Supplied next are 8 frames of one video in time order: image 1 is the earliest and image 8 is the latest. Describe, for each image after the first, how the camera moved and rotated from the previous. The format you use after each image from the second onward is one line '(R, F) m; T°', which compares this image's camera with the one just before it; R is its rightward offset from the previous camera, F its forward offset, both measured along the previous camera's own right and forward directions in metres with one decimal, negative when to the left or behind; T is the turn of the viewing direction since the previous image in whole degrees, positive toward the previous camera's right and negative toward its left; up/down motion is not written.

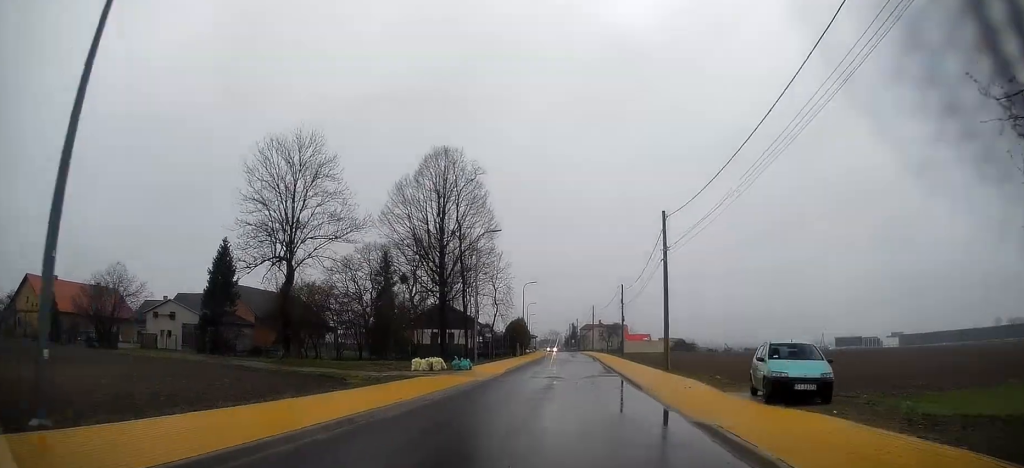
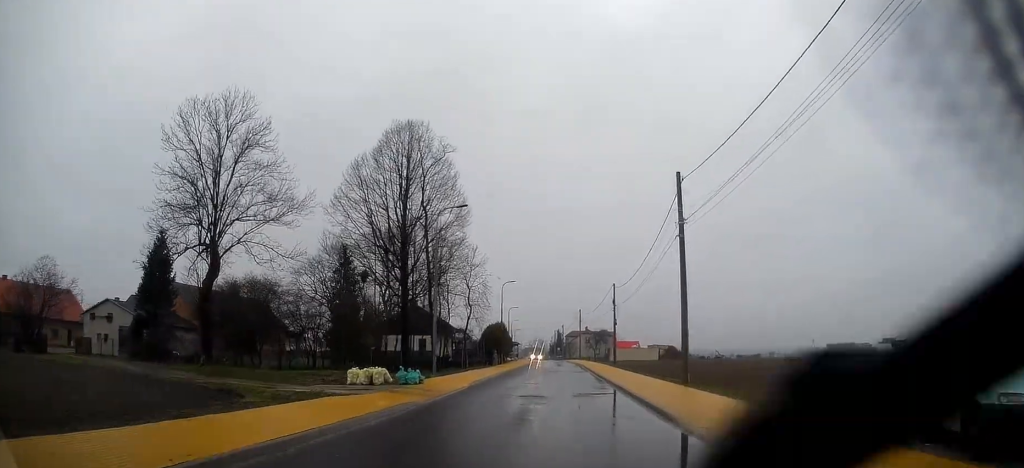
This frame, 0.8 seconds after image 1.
(0.0, +8.1) m; 0°
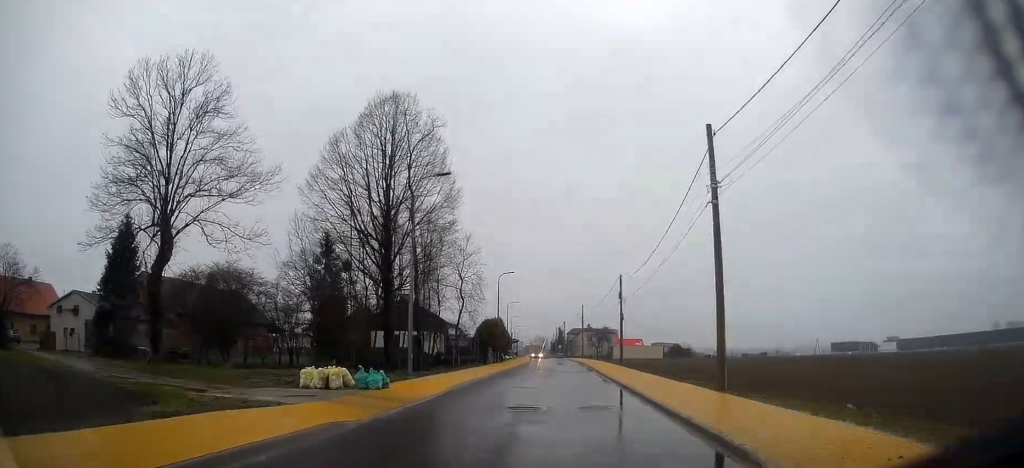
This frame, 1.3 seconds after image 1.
(0.0, +5.0) m; 0°
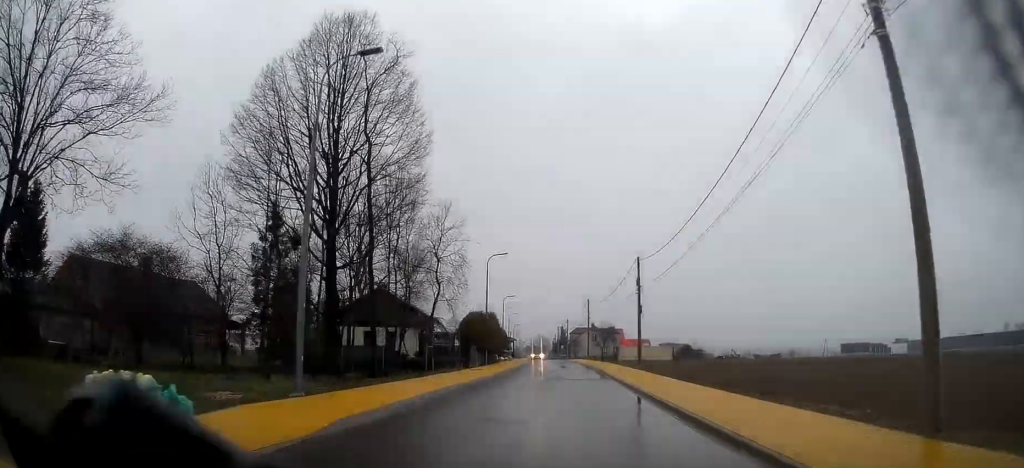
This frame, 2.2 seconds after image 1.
(0.0, +10.7) m; +1°
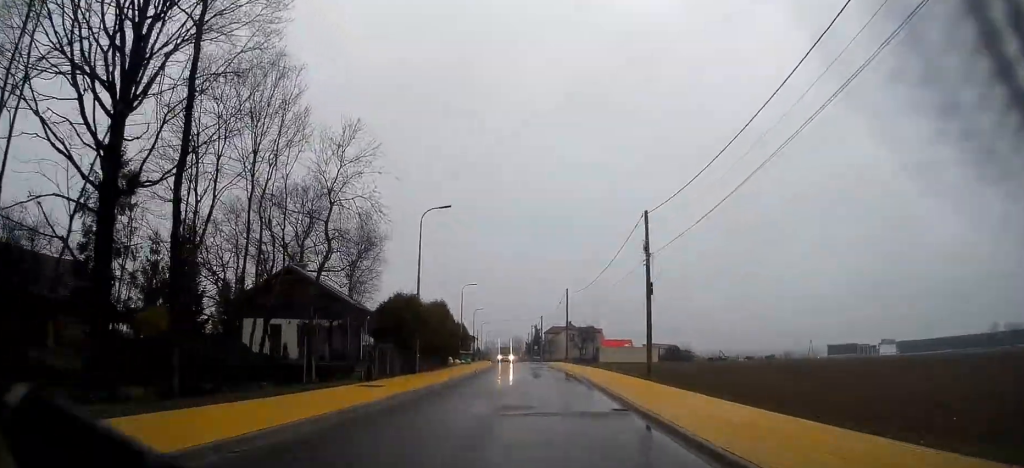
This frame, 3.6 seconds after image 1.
(+0.2, +15.6) m; 0°
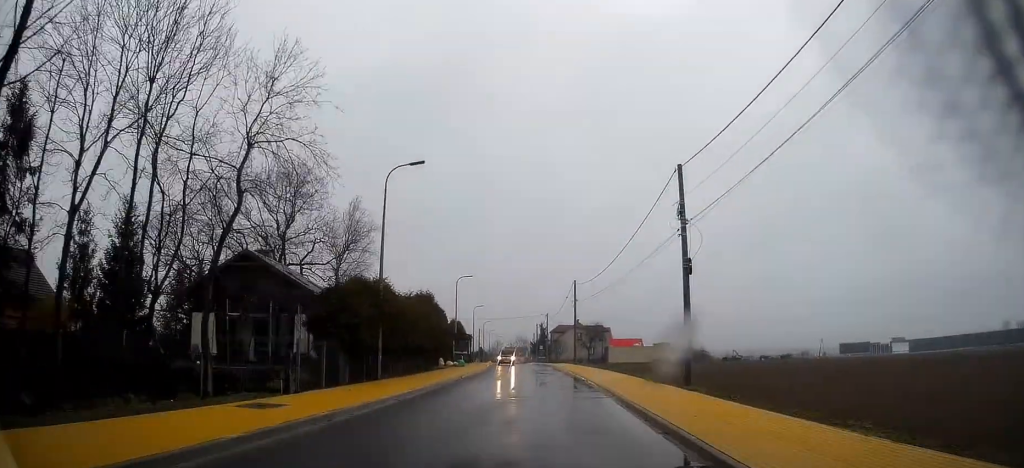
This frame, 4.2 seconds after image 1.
(-0.1, +7.3) m; 0°
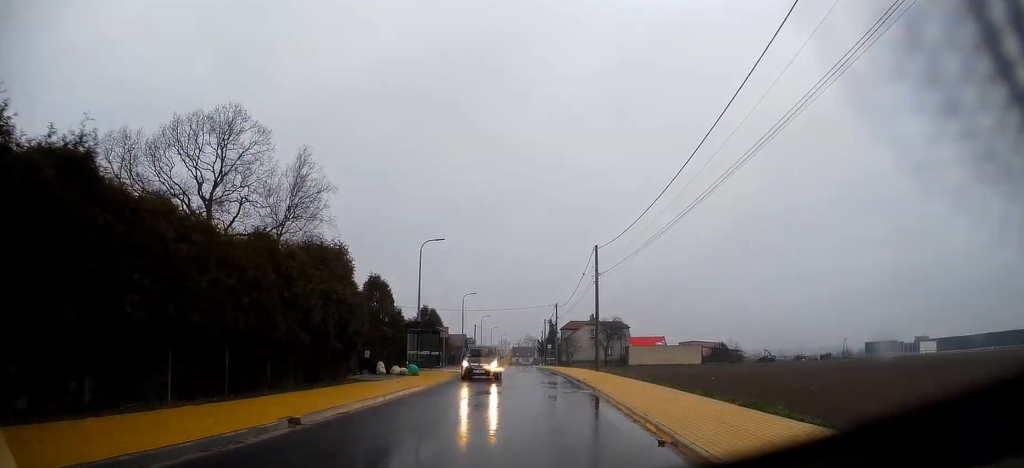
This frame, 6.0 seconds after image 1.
(+0.1, +19.7) m; 0°
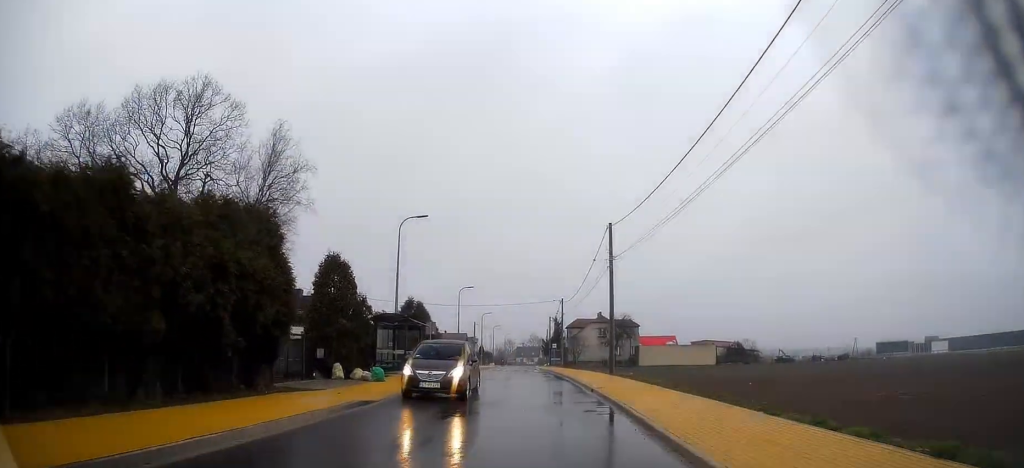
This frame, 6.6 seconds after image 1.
(0.0, +7.0) m; -1°
